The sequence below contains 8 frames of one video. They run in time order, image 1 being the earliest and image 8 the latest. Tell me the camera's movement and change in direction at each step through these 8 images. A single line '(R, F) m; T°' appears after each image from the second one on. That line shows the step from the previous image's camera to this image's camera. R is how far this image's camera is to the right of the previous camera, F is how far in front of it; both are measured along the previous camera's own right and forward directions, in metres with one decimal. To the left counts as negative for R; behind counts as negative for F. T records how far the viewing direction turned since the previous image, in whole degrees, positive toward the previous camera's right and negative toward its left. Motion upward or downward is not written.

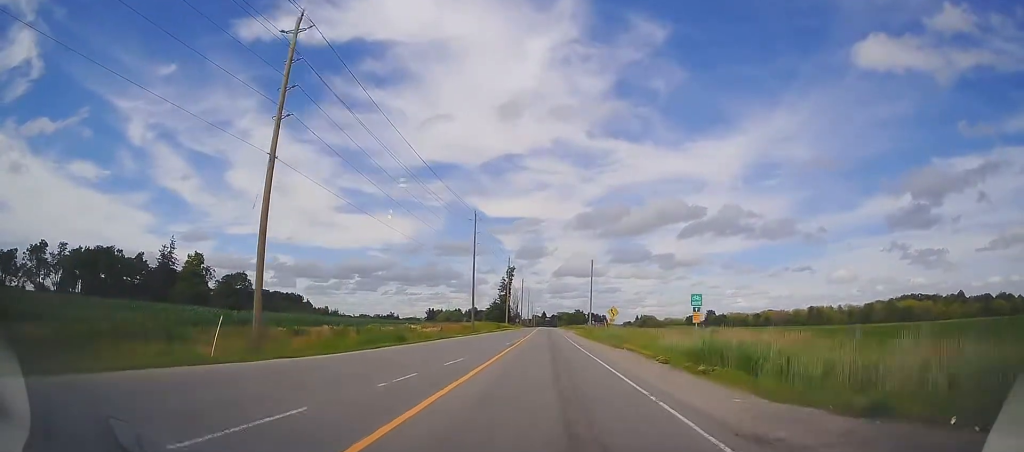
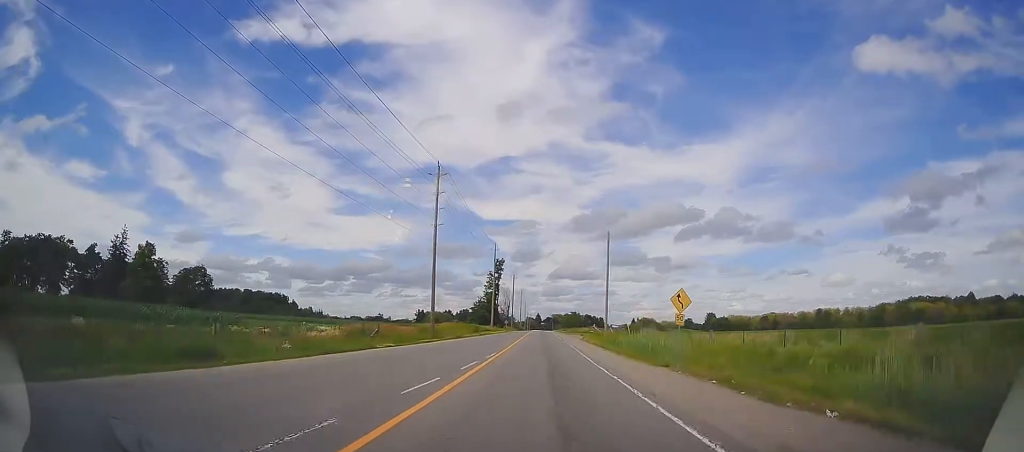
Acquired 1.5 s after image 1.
(+0.3, +24.8) m; +1°
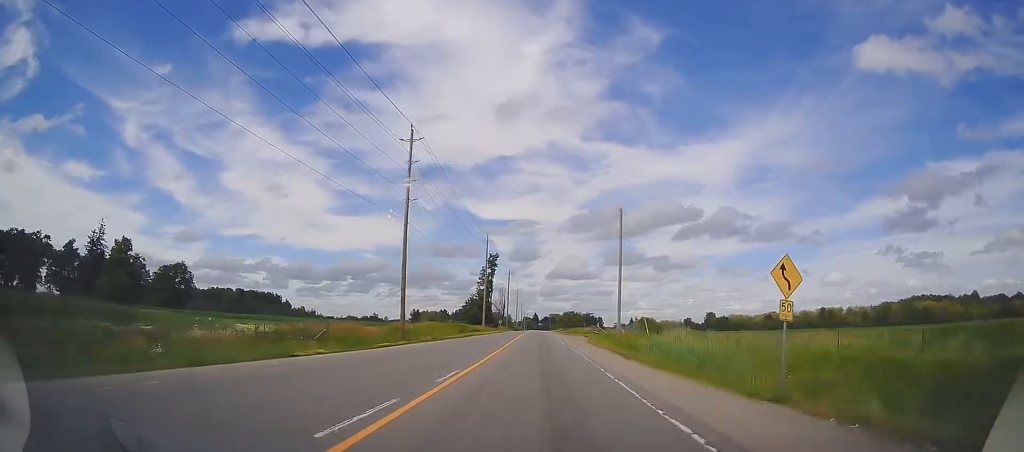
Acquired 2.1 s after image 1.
(0.0, +10.3) m; 0°
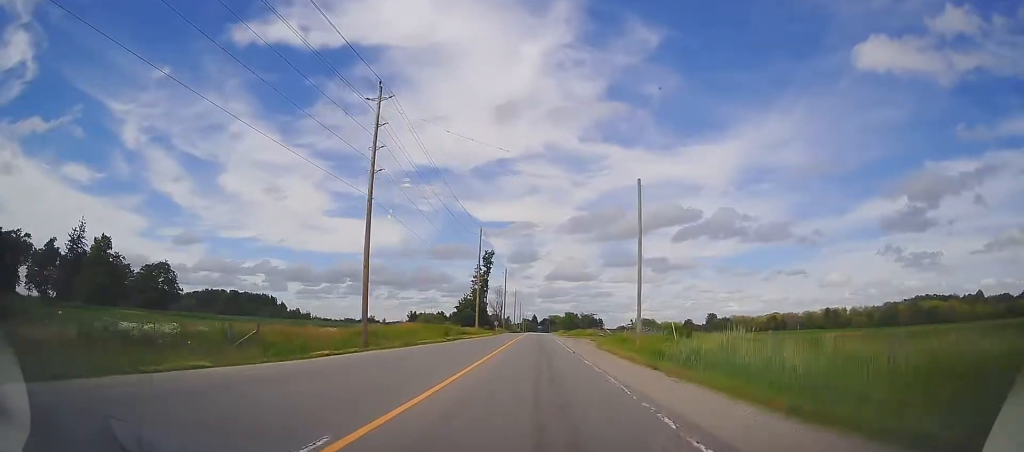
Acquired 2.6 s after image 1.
(0.0, +8.7) m; 0°
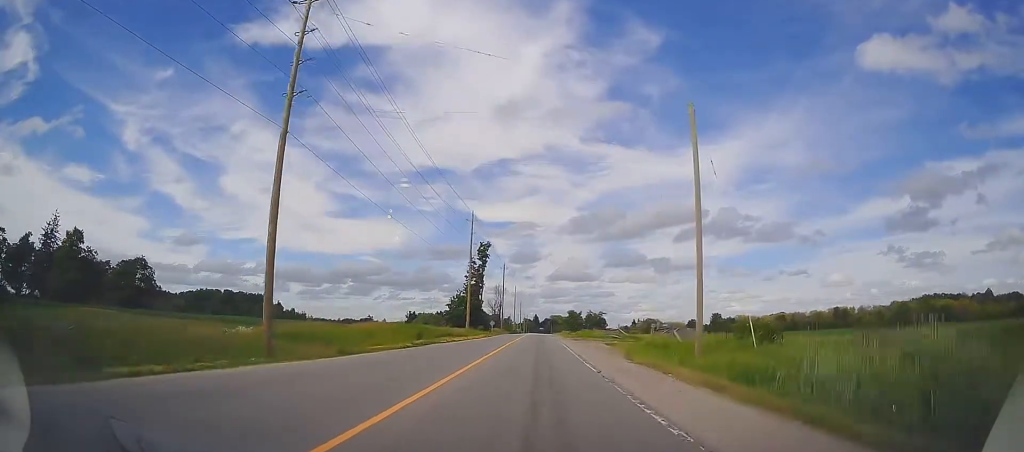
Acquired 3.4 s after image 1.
(0.0, +12.5) m; -1°
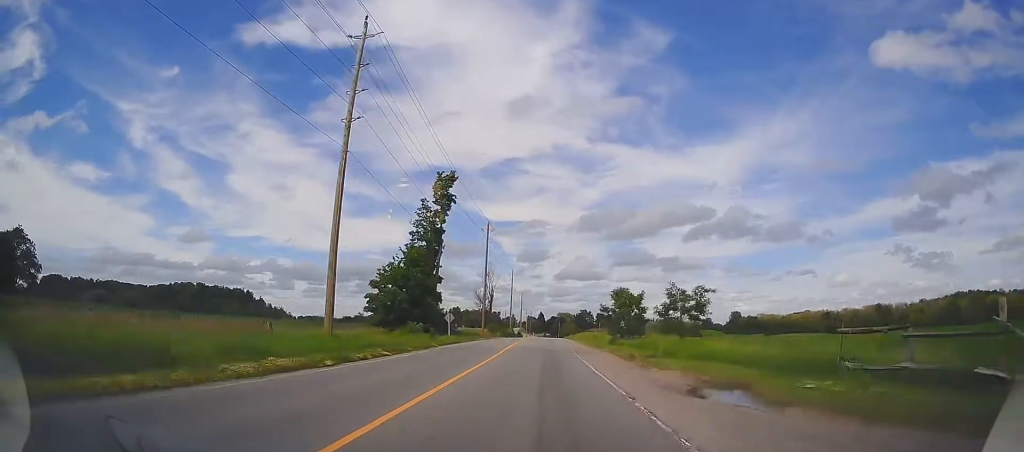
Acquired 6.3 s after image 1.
(-1.1, +51.0) m; -2°
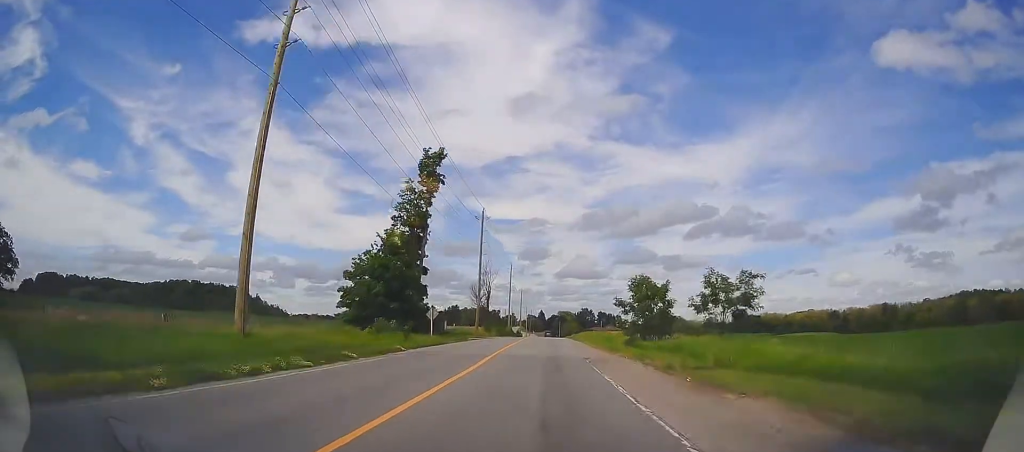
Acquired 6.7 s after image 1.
(-0.2, +7.9) m; 0°
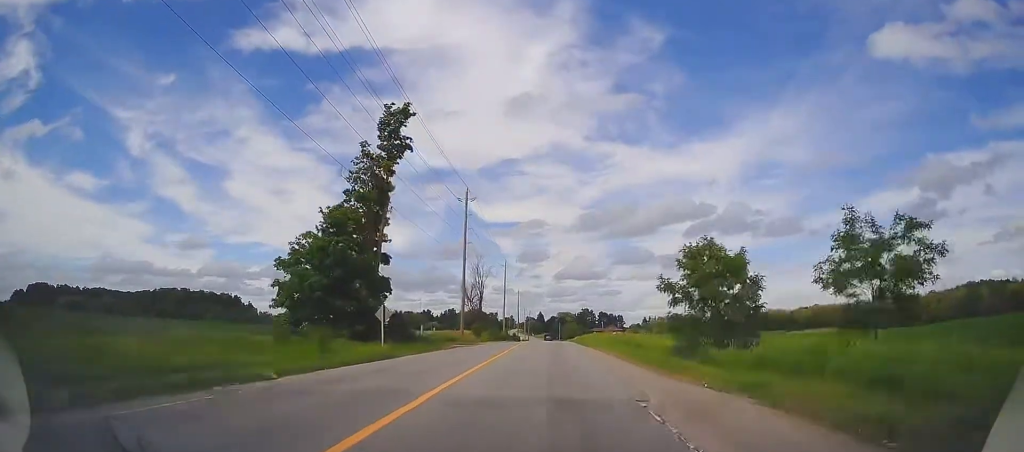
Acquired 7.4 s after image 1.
(+0.3, +12.9) m; +1°
